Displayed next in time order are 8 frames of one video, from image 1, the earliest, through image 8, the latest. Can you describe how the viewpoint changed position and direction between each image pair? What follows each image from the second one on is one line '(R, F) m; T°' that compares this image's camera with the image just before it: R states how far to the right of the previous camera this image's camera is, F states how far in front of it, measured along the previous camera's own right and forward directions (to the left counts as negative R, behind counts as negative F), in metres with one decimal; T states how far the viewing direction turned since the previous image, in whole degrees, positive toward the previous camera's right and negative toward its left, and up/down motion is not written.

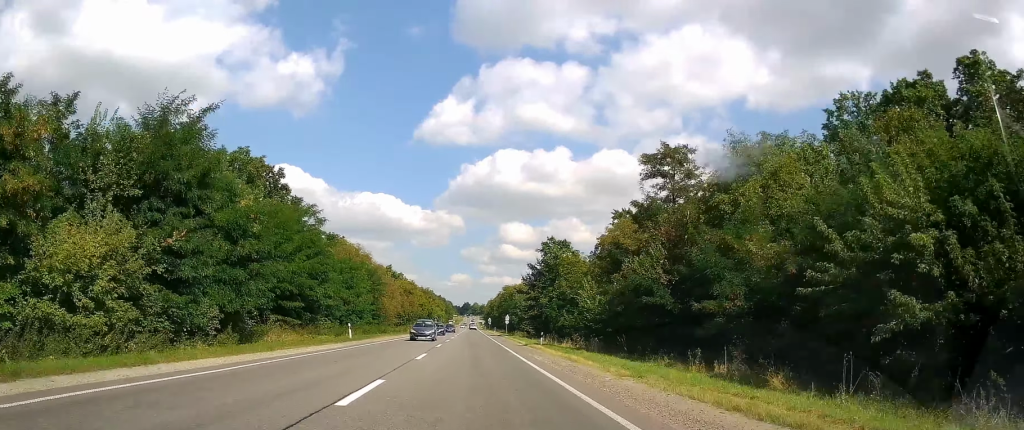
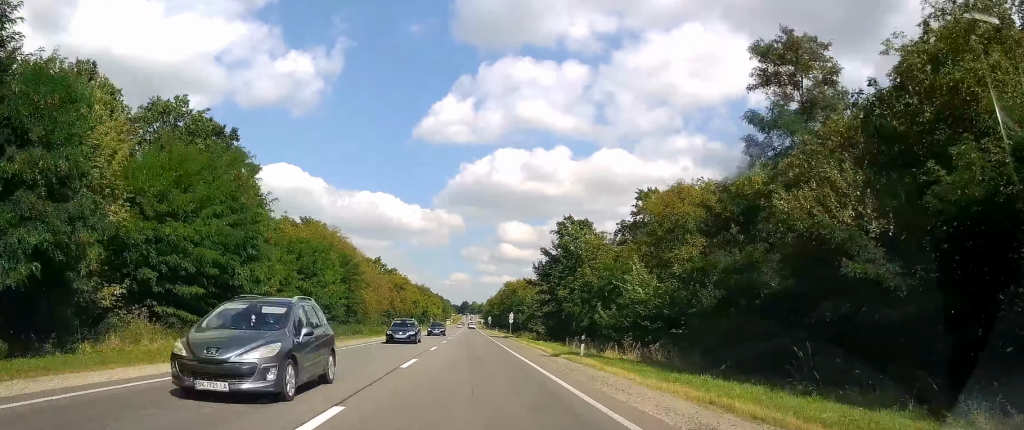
(0.0, +12.3) m; 0°
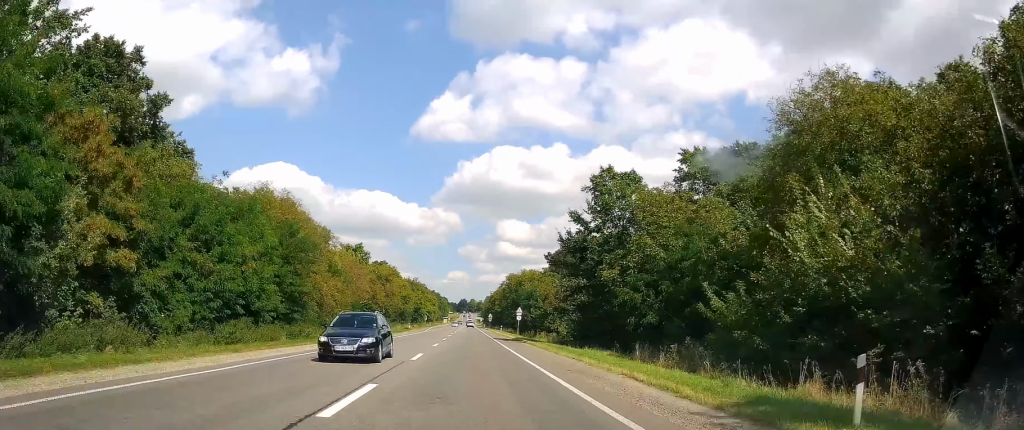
(-0.2, +17.0) m; +1°
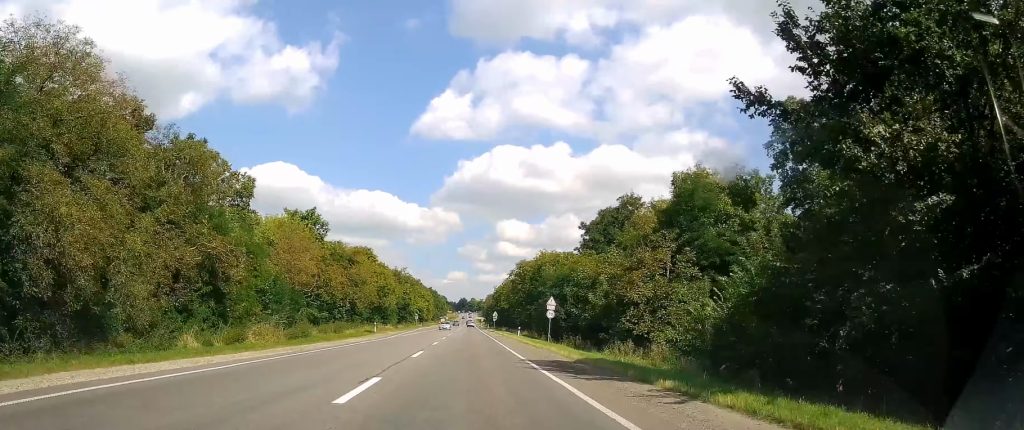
(+0.8, +32.3) m; +1°
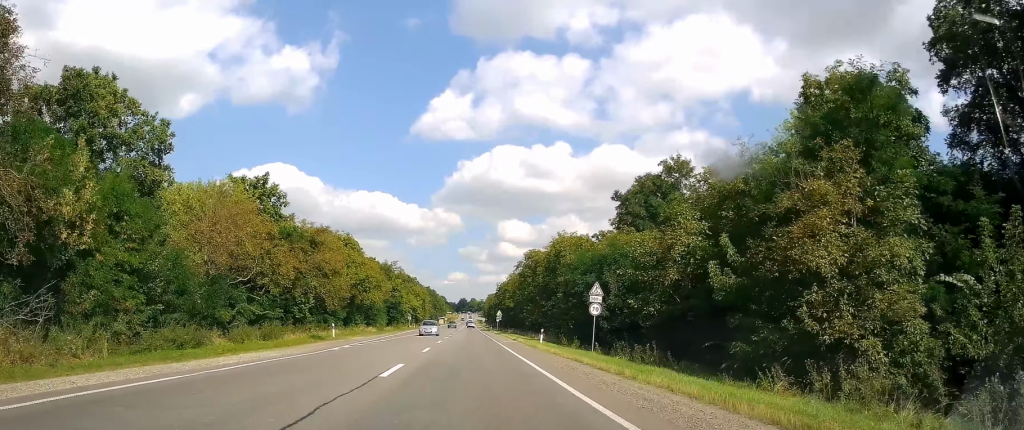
(+0.1, +19.2) m; -1°
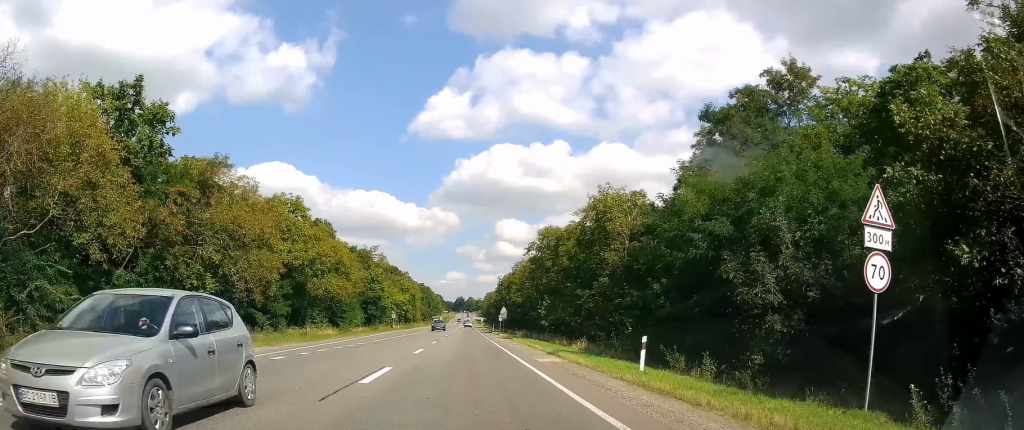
(-0.8, +25.2) m; 0°
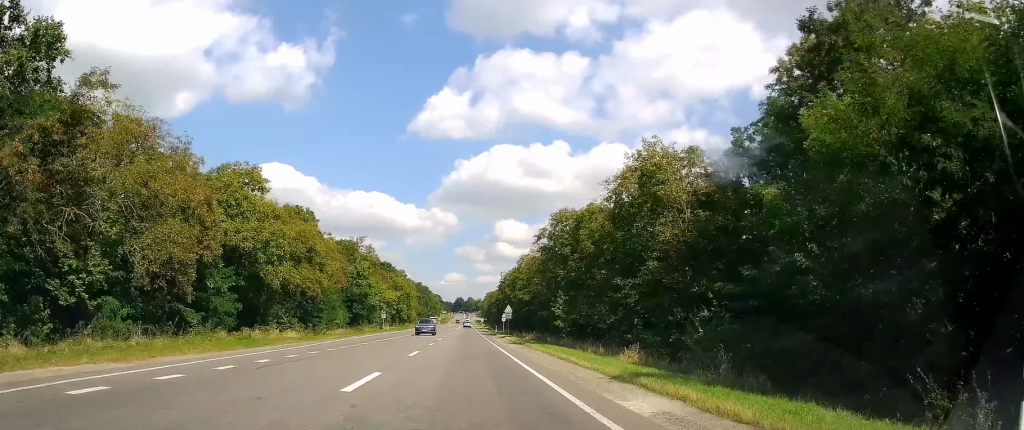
(+0.5, +13.2) m; +1°
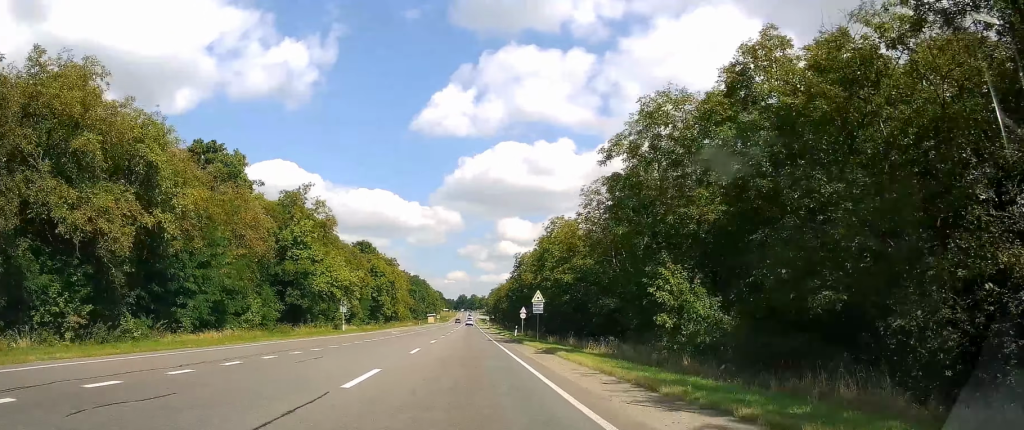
(+0.1, +35.5) m; 0°
